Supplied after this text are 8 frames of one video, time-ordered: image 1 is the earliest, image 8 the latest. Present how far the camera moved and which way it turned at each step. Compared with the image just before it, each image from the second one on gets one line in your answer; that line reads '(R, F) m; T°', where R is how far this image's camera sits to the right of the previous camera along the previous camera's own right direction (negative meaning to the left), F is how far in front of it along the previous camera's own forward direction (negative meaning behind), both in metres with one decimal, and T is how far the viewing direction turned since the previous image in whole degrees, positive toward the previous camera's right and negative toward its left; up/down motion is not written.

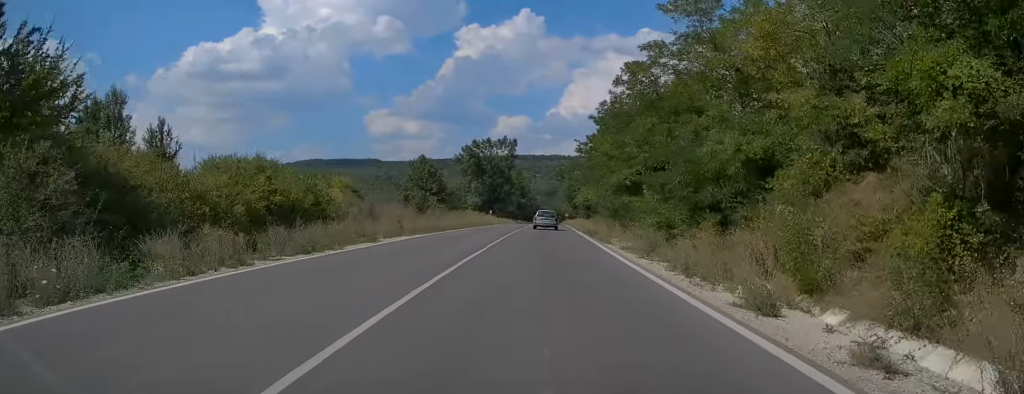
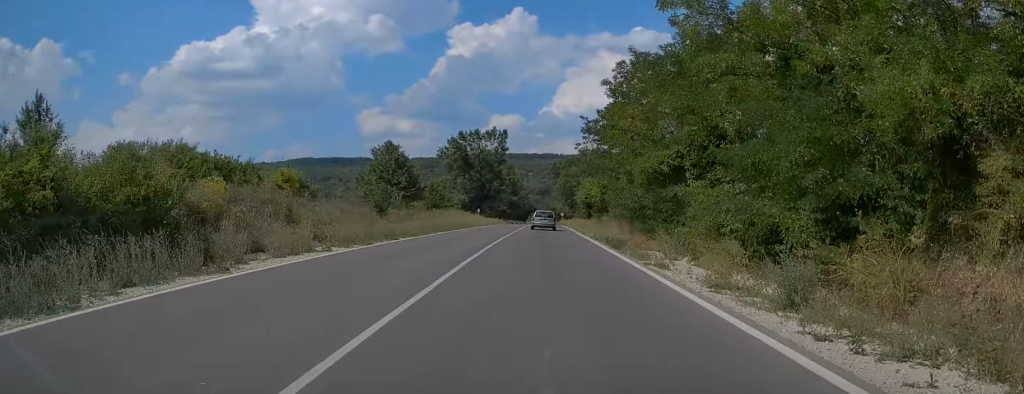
(+0.1, +11.8) m; +1°
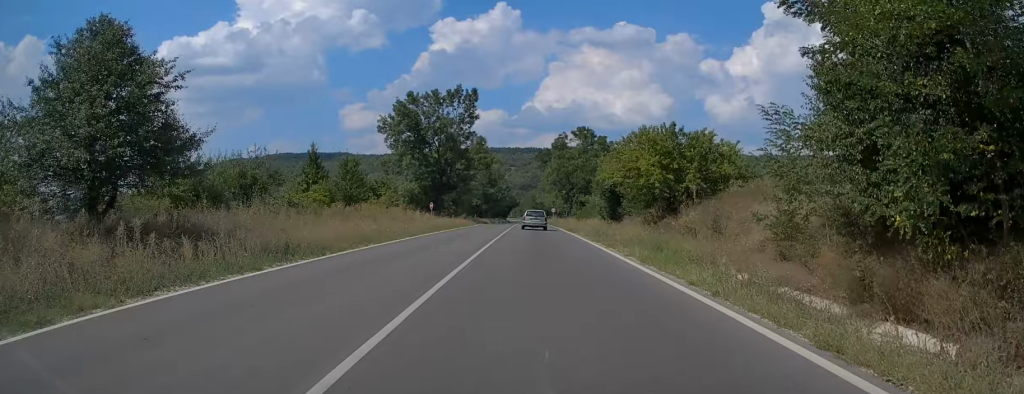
(+0.4, +34.2) m; +2°
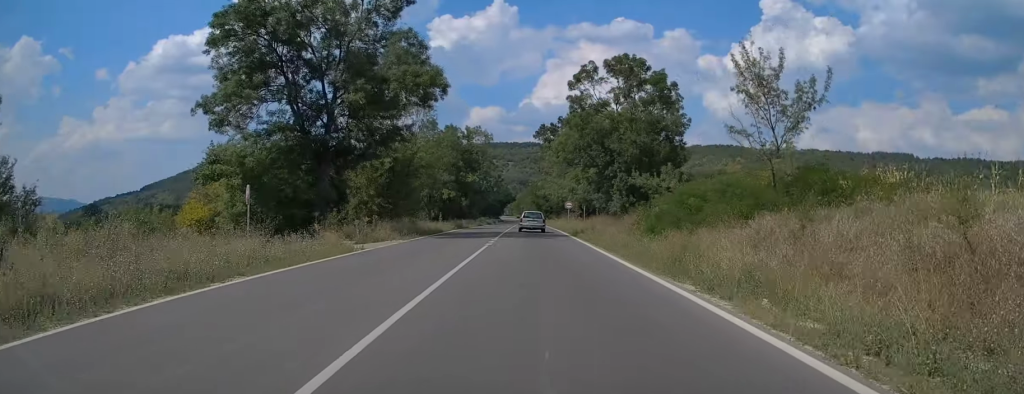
(+0.6, +43.6) m; +1°
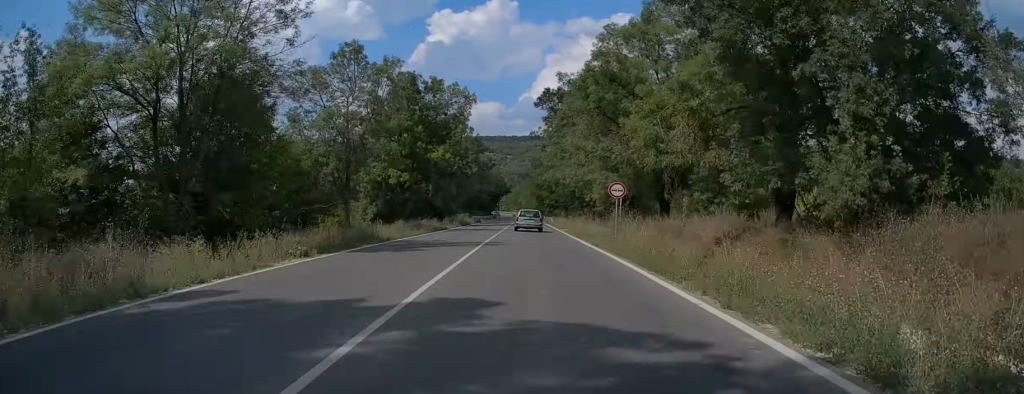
(0.0, +33.7) m; 0°
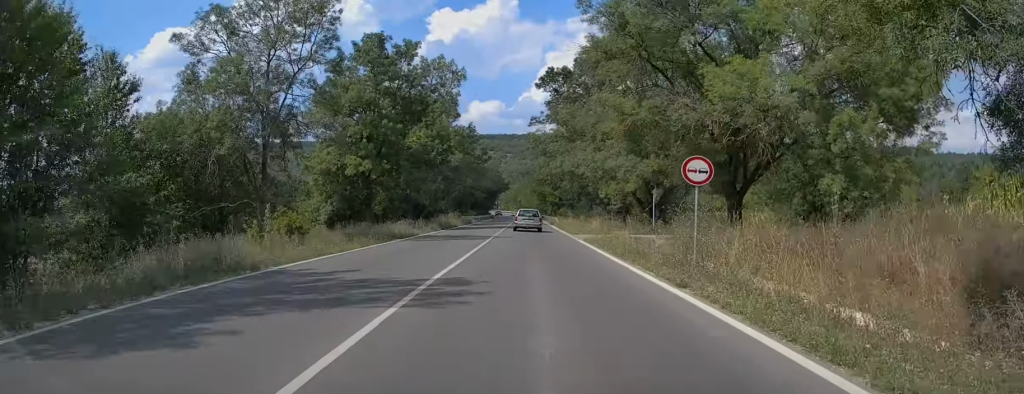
(0.0, +13.3) m; 0°
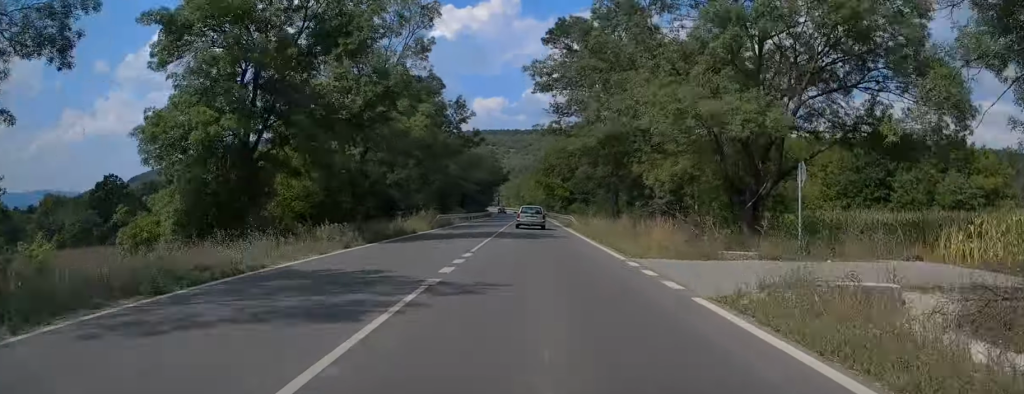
(0.0, +20.4) m; 0°
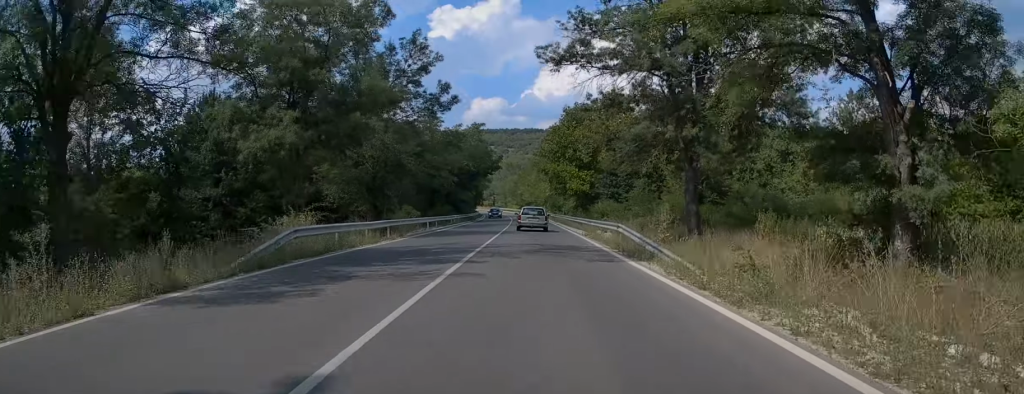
(-0.2, +28.7) m; 0°
